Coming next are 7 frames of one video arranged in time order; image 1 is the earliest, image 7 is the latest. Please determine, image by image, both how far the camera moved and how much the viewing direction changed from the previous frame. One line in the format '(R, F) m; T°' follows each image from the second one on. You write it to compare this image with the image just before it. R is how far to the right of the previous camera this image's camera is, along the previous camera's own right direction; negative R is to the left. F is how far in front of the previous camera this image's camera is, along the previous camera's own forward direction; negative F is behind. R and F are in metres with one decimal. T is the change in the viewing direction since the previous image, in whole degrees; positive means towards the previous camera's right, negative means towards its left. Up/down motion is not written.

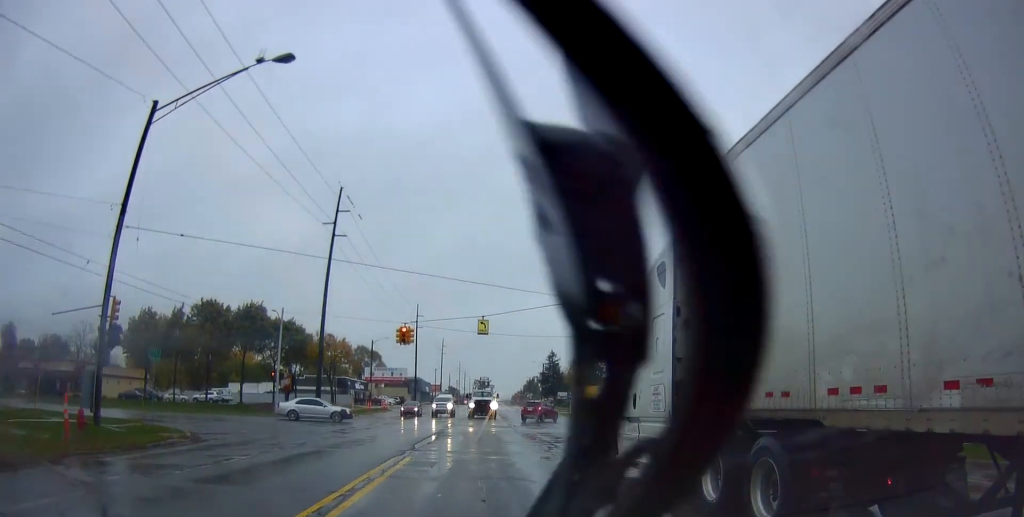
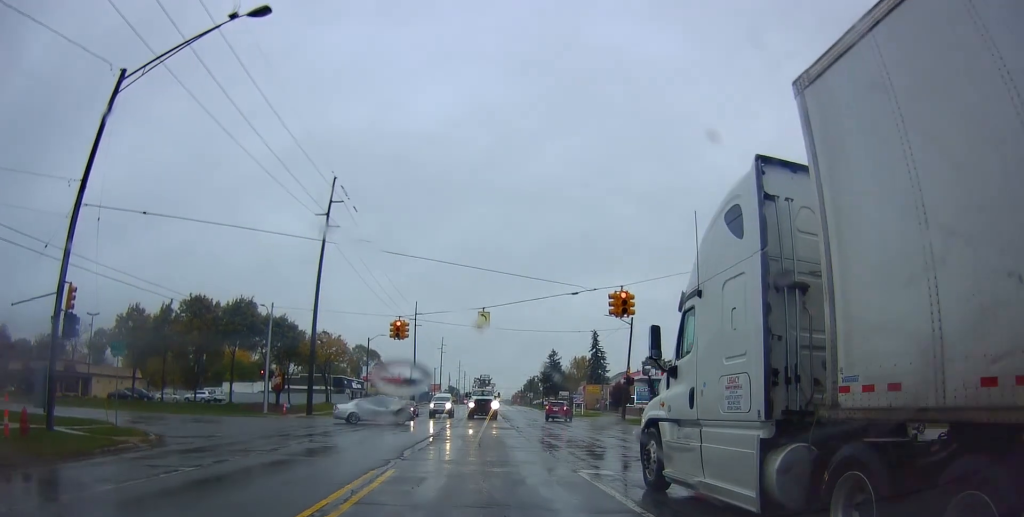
(+0.1, +4.1) m; +2°
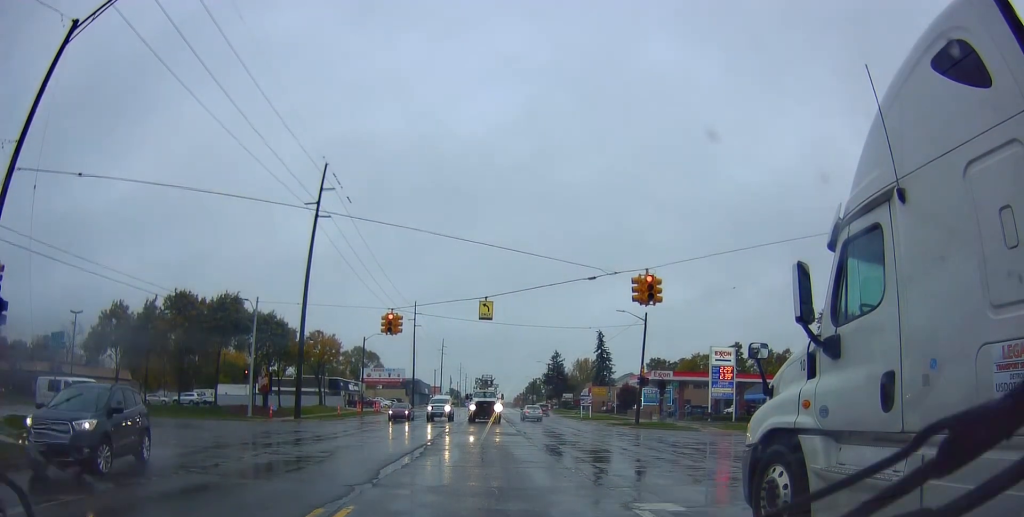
(0.0, +4.8) m; 0°
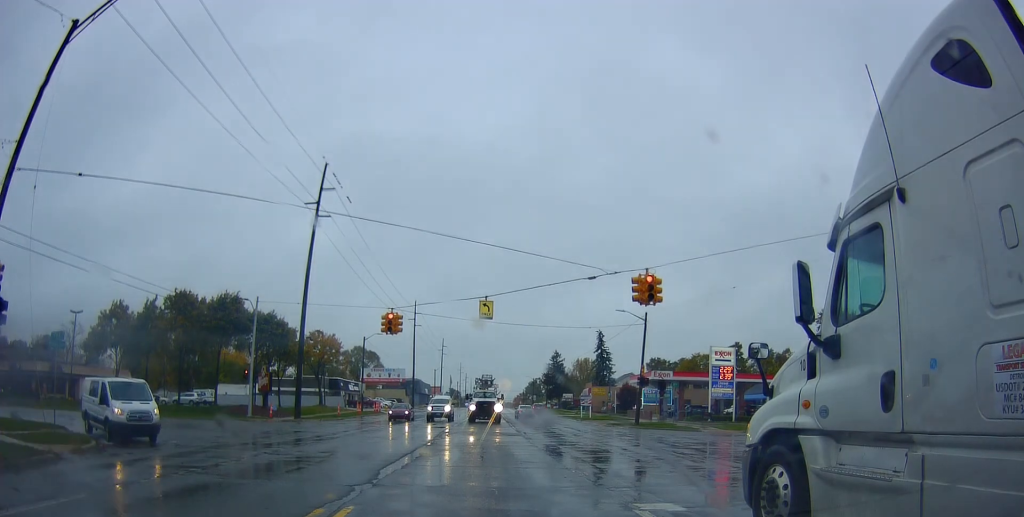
(0.0, 0.0) m; 0°
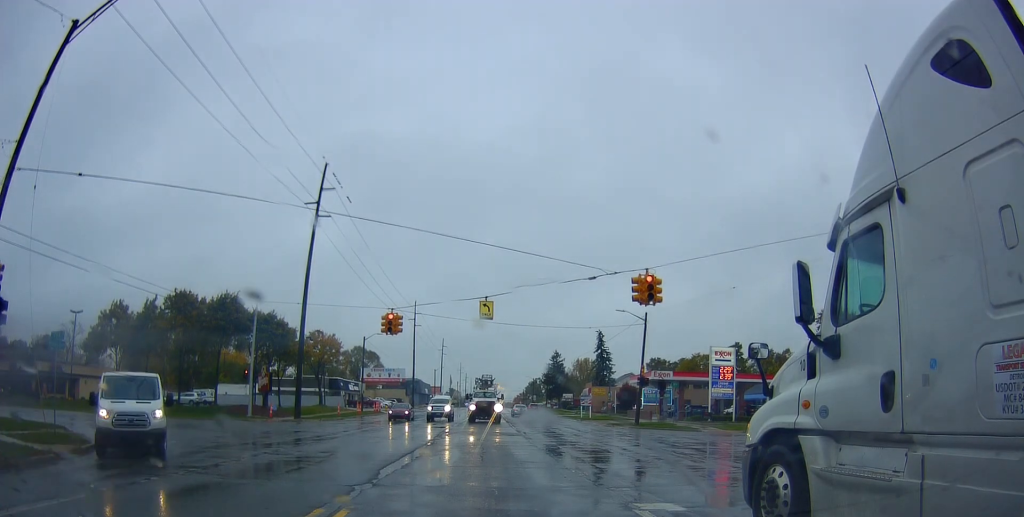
(0.0, 0.0) m; 0°
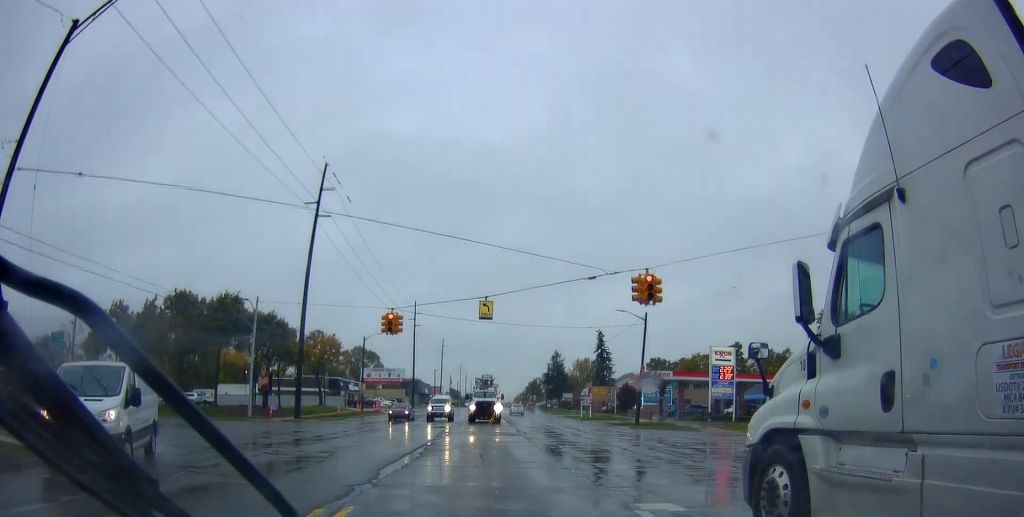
(0.0, 0.0) m; 0°
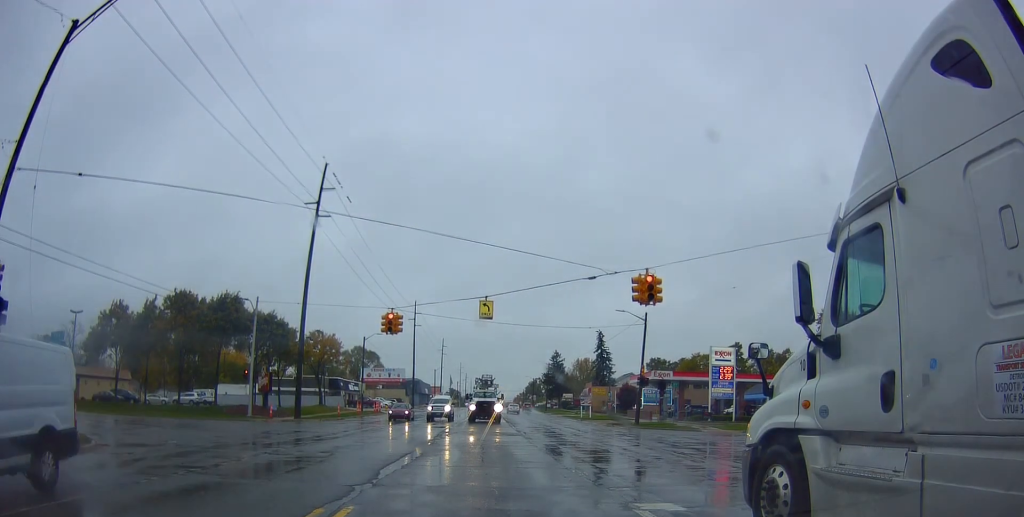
(0.0, 0.0) m; 0°
